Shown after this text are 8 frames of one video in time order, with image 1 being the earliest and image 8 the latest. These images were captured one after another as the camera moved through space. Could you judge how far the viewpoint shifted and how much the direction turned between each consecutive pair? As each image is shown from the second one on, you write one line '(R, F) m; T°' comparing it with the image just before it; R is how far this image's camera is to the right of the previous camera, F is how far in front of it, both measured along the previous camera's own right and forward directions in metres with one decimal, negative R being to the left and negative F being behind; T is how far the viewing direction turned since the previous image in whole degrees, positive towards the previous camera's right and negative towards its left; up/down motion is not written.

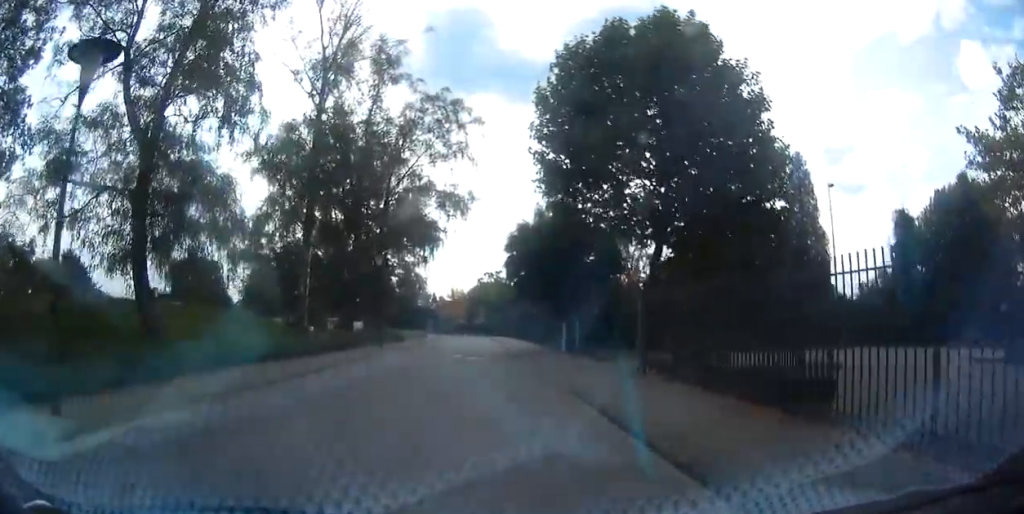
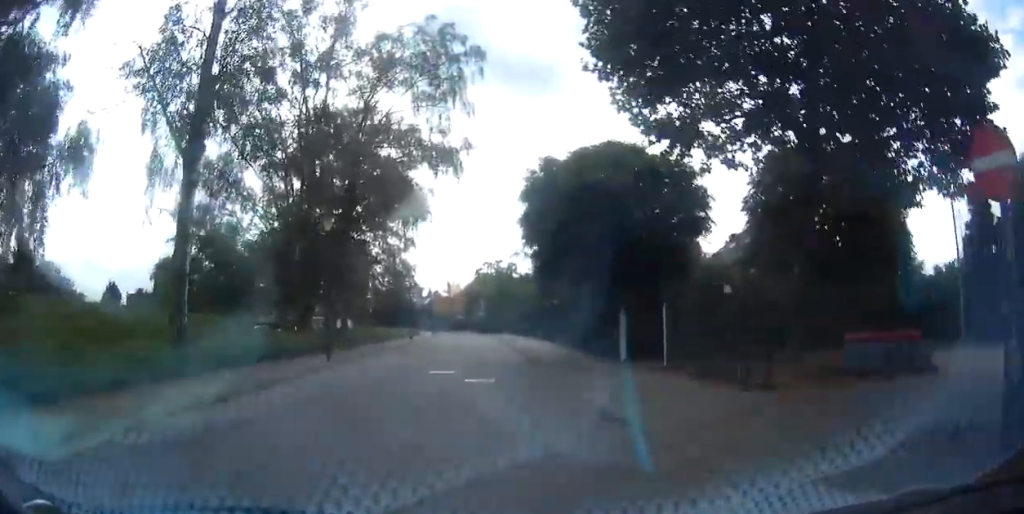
(0.0, +10.5) m; 0°
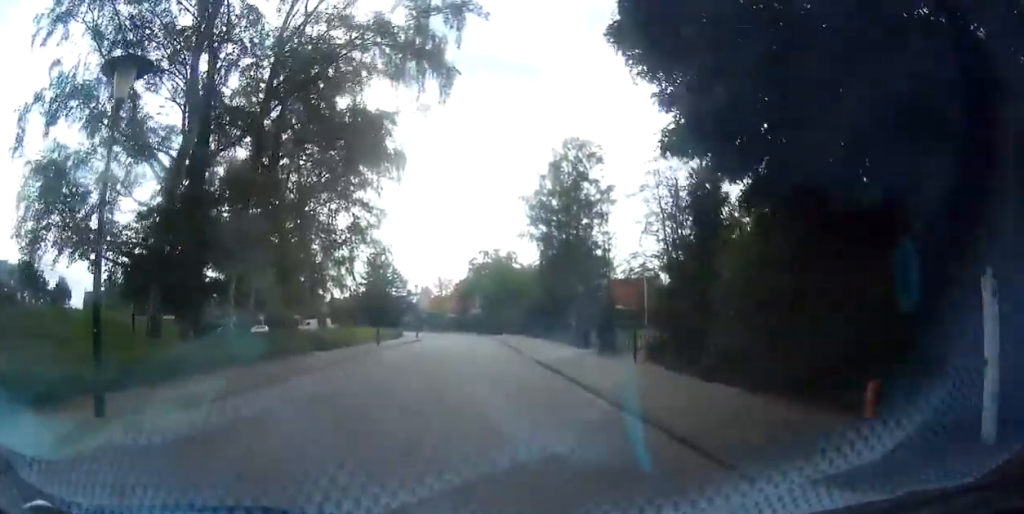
(0.0, +12.8) m; 0°
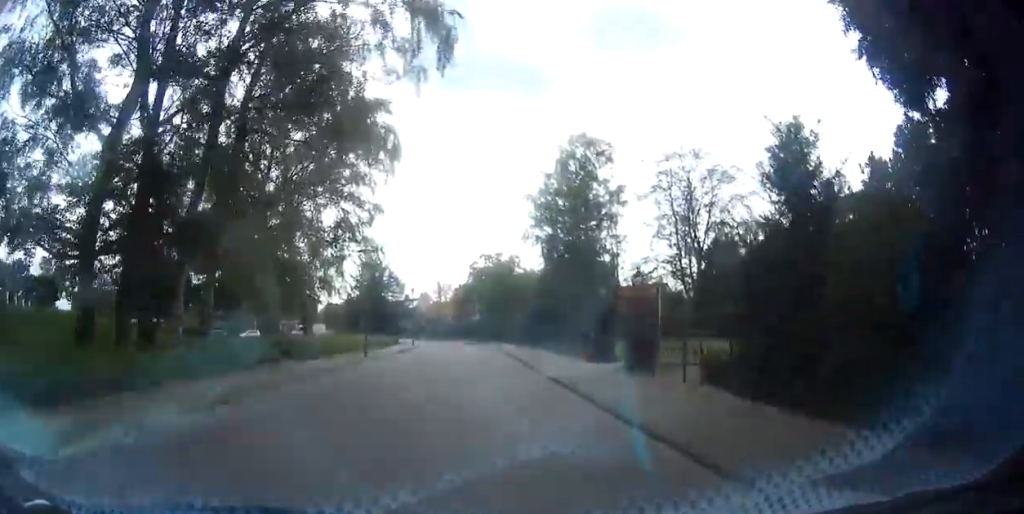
(0.0, +3.6) m; 0°
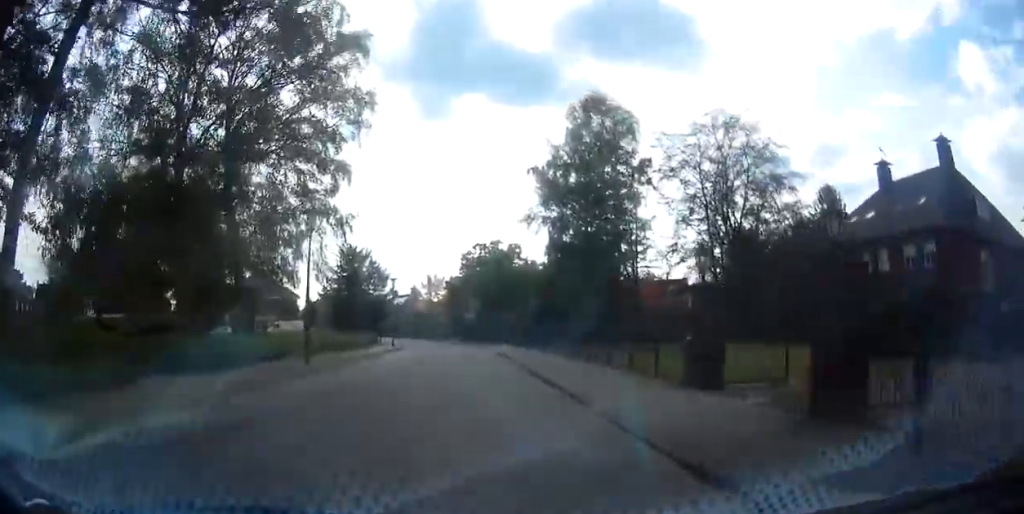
(0.0, +9.1) m; 0°
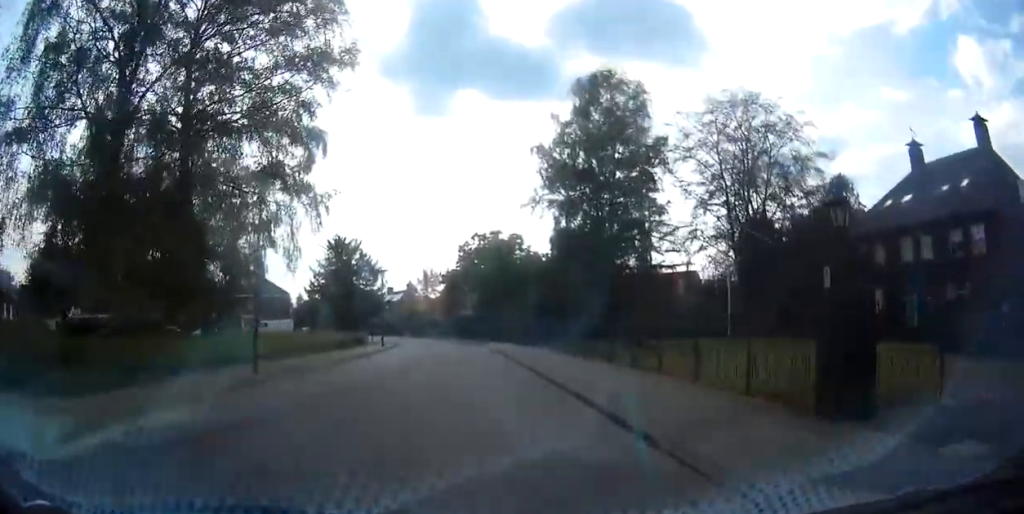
(0.0, +4.5) m; 0°
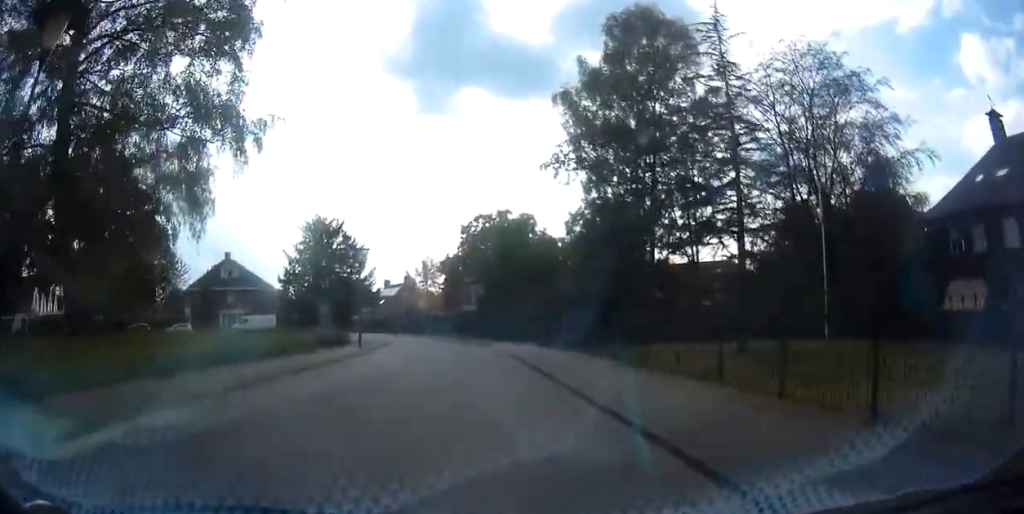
(-0.1, +8.8) m; -4°
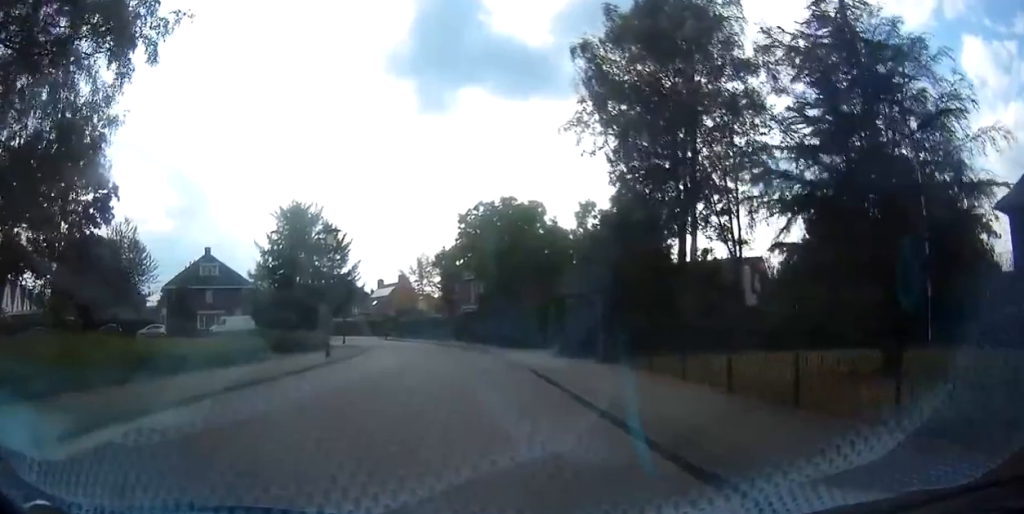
(-0.3, +6.3) m; -3°
